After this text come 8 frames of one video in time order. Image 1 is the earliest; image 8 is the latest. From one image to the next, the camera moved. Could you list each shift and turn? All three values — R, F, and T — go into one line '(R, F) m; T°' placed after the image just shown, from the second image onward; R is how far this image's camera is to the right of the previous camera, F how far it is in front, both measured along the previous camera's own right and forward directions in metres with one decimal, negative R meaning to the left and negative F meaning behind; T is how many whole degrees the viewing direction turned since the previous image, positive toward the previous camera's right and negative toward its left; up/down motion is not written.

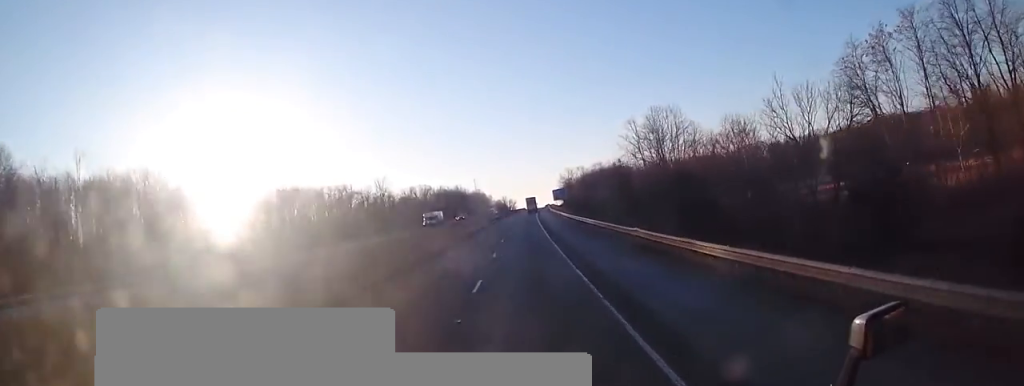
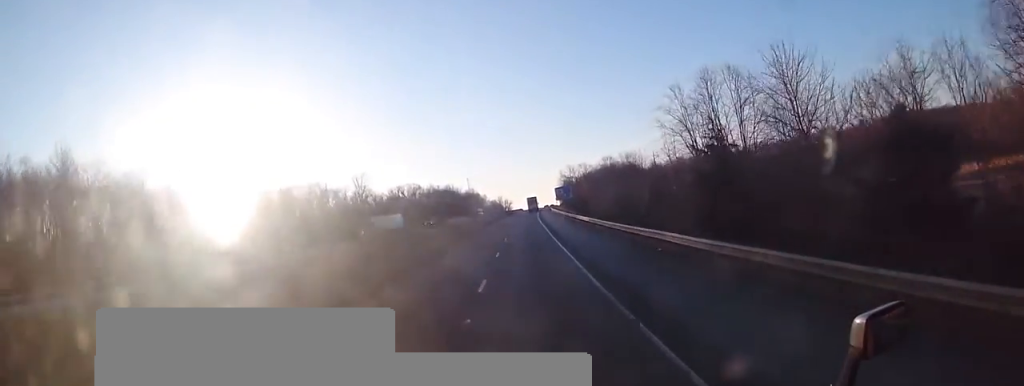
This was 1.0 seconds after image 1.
(-0.2, +24.6) m; 0°
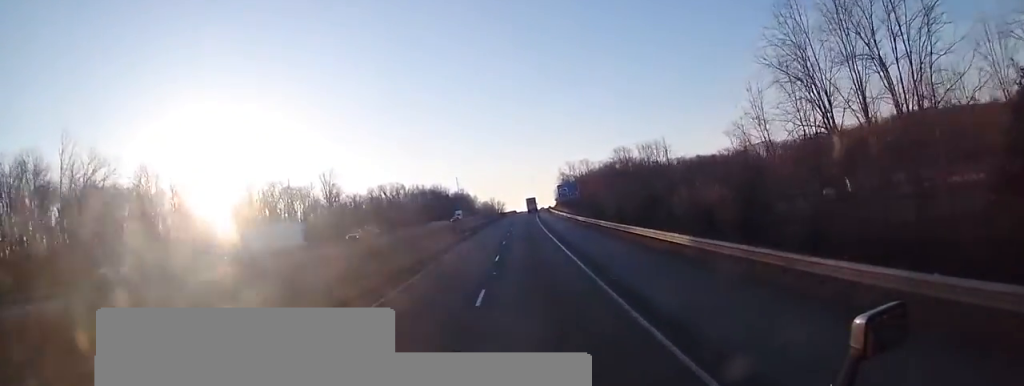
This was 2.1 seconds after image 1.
(+0.4, +27.1) m; +1°
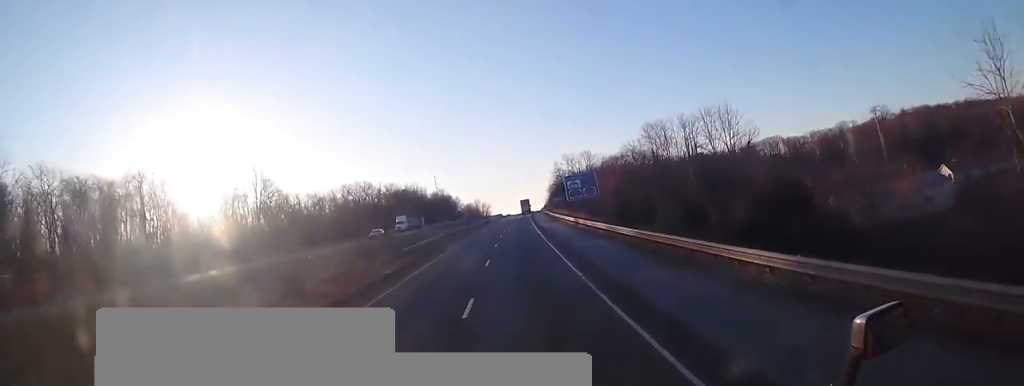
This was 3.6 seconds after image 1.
(+0.2, +38.0) m; +1°
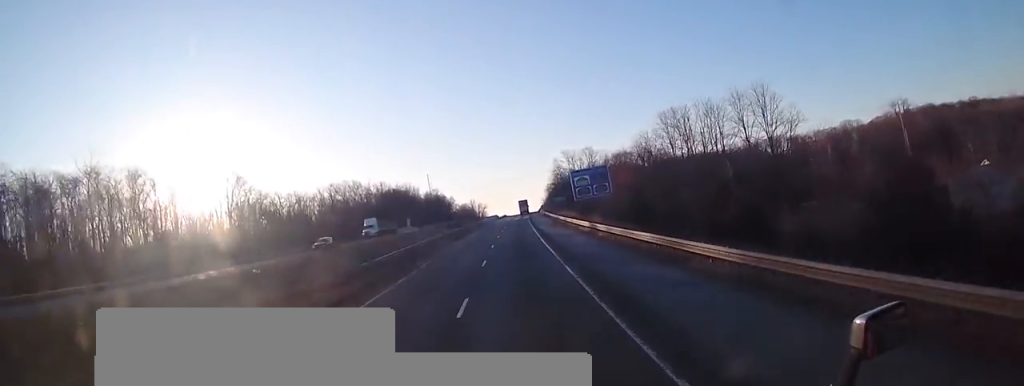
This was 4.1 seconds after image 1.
(+0.1, +11.8) m; 0°
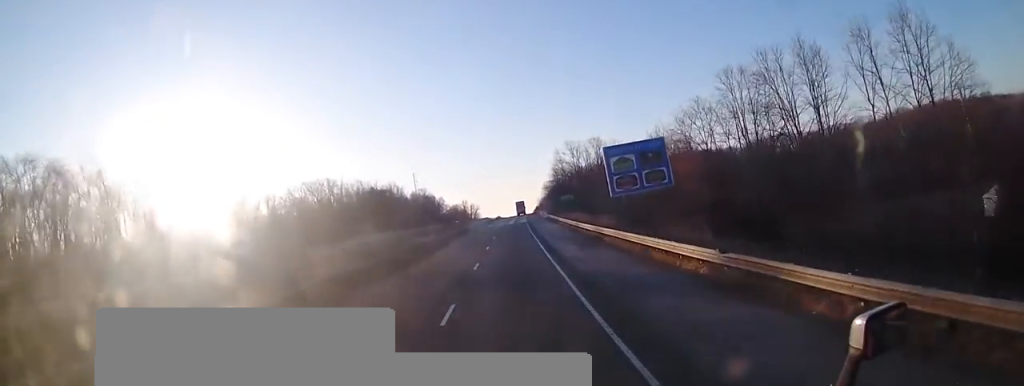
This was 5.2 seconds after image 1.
(+0.3, +24.7) m; 0°
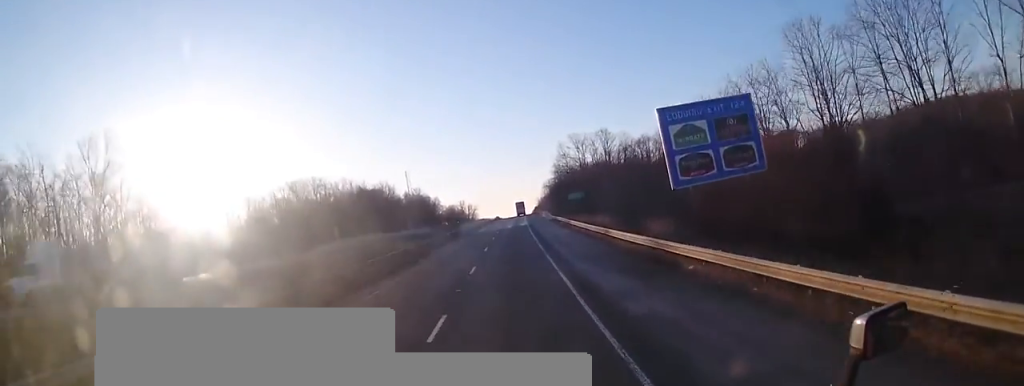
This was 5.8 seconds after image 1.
(0.0, +13.3) m; -1°
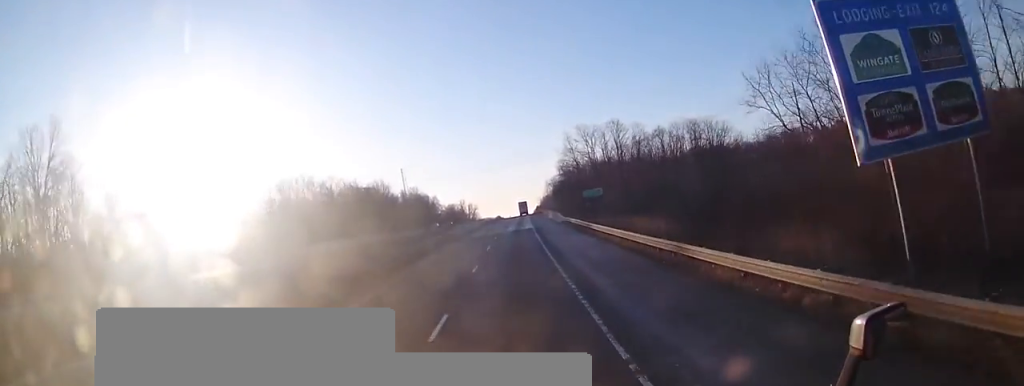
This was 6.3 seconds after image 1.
(-0.2, +11.9) m; 0°
